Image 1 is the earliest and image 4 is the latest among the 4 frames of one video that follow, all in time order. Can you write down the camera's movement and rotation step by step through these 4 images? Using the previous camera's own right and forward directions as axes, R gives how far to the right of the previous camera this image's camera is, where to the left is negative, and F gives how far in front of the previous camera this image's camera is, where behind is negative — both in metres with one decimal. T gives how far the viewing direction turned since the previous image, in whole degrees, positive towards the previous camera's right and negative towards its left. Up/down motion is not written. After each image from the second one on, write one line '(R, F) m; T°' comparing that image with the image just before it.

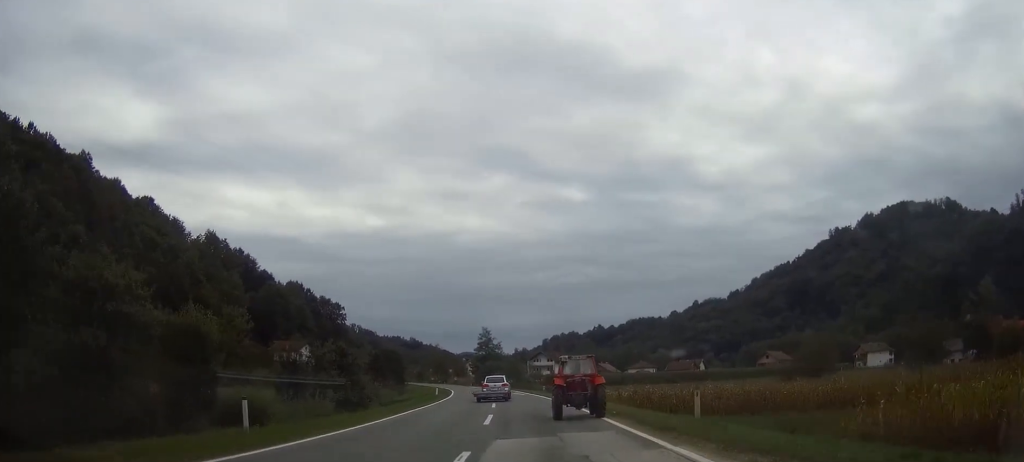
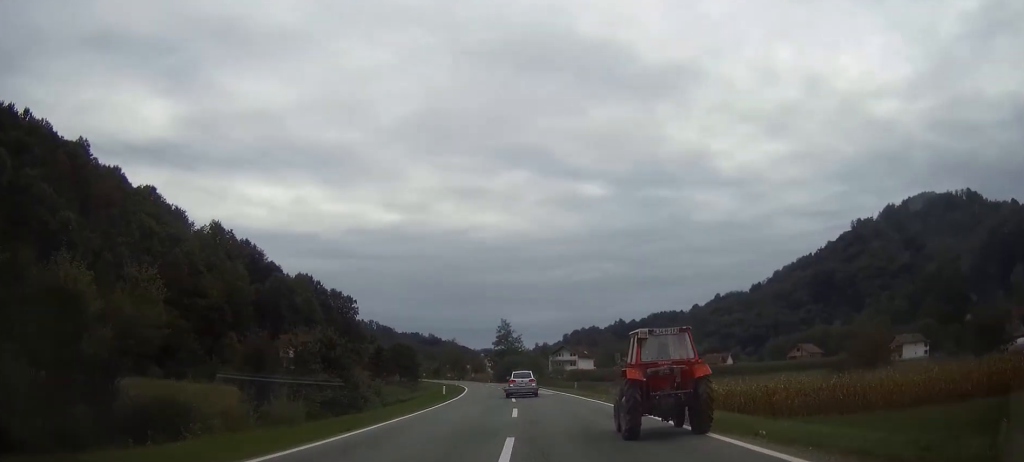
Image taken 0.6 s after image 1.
(0.0, +12.2) m; 0°
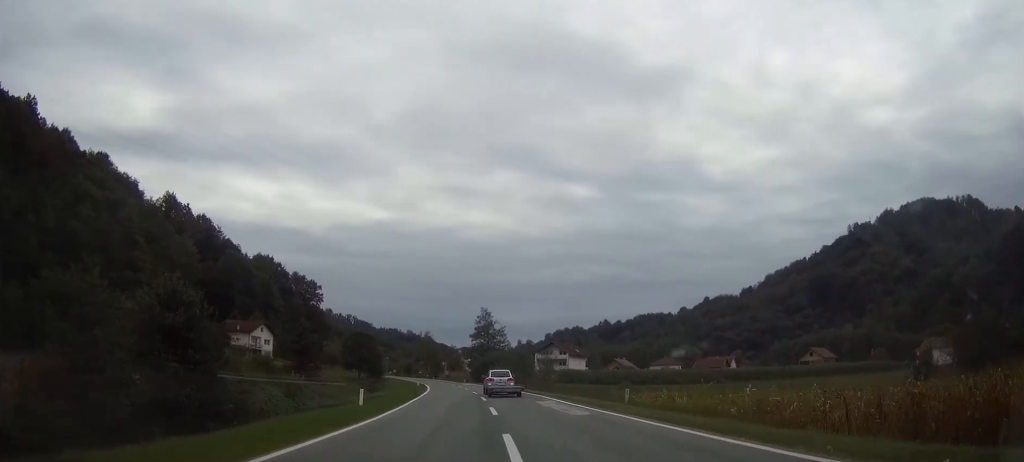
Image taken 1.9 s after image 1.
(0.0, +26.4) m; 0°
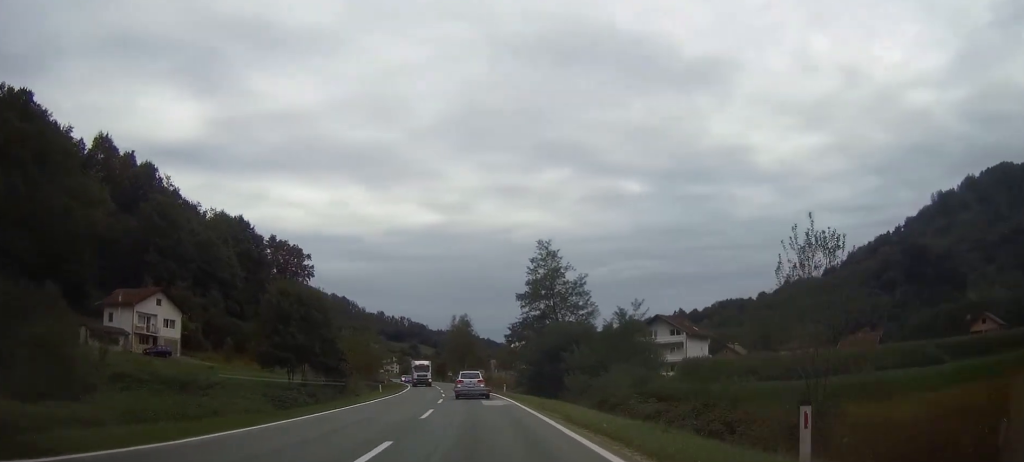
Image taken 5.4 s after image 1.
(-2.6, +69.2) m; -6°
